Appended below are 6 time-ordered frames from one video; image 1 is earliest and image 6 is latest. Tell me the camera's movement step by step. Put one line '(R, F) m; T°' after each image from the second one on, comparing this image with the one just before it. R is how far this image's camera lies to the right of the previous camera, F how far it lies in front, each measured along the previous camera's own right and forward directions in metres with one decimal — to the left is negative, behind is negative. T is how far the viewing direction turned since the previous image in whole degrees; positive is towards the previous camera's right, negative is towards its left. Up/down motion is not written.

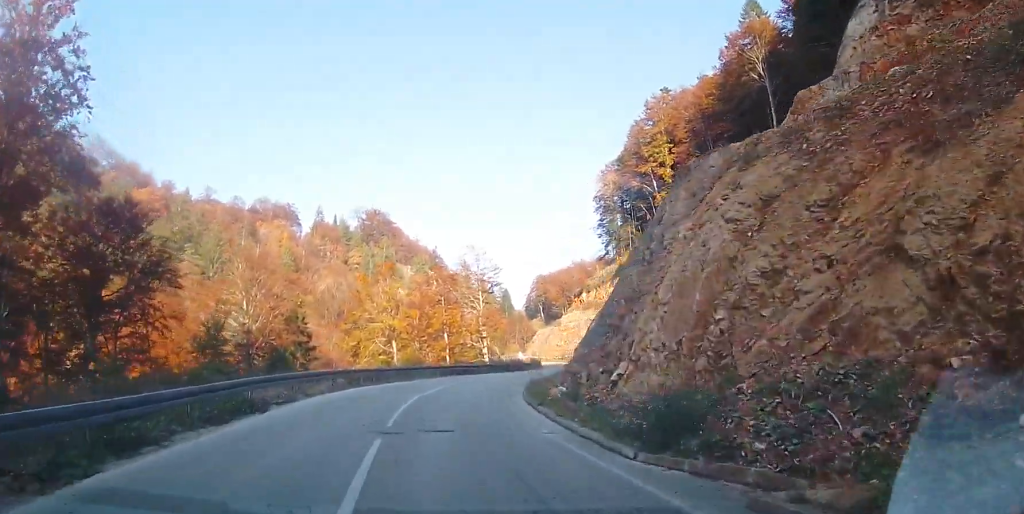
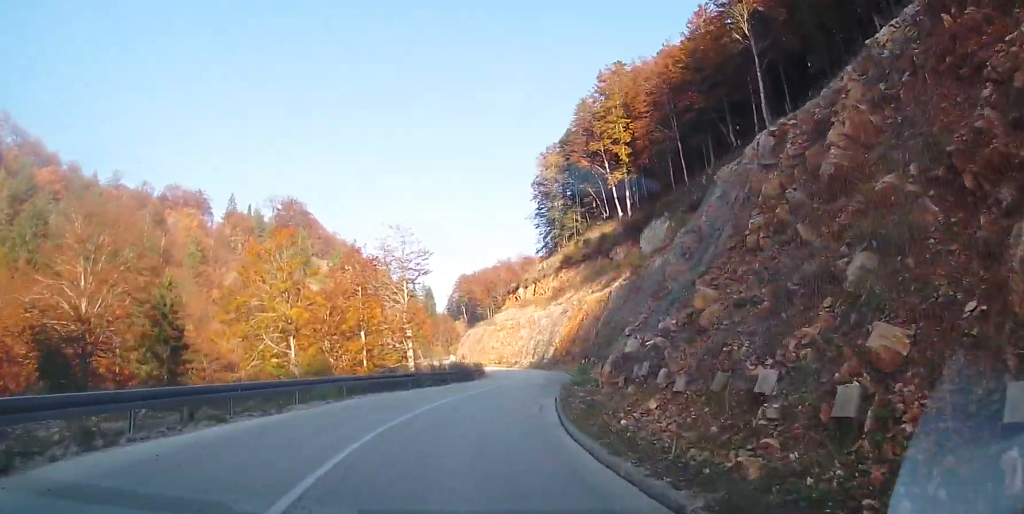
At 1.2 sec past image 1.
(-1.5, +18.2) m; -4°
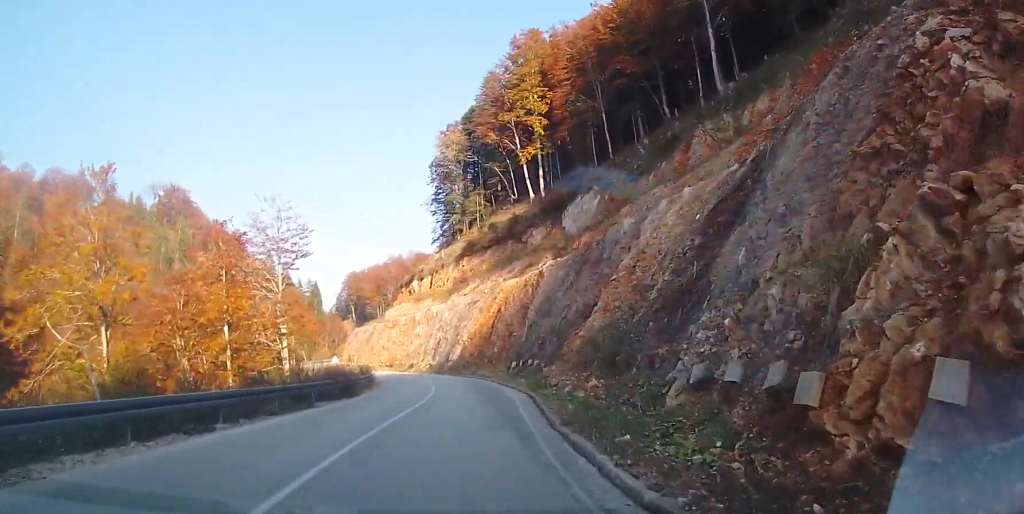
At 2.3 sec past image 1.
(+0.9, +16.4) m; +5°
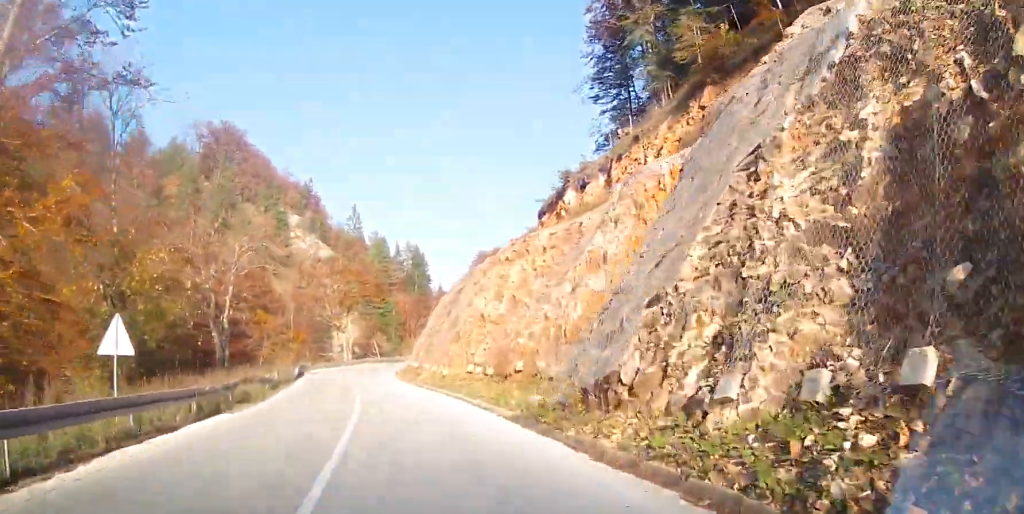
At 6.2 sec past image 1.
(+5.5, +62.0) m; +4°
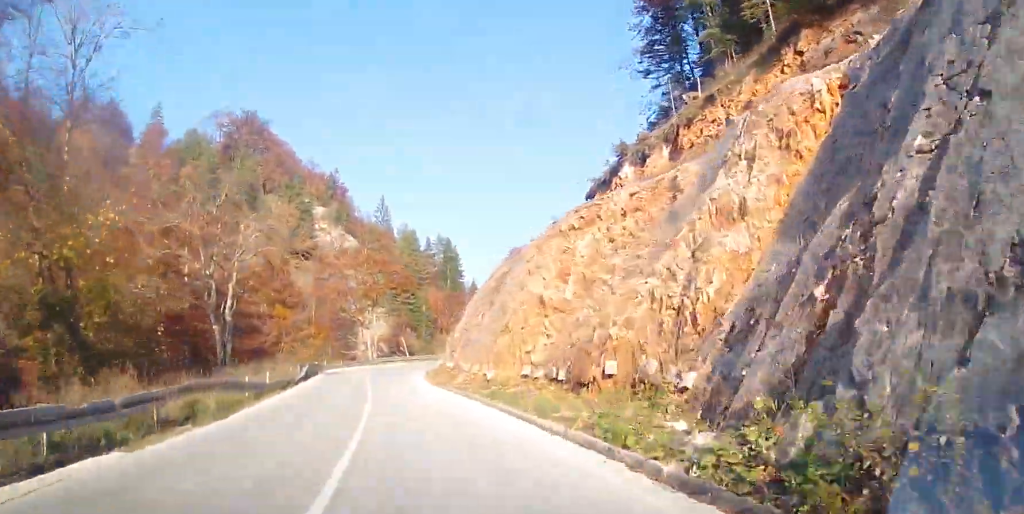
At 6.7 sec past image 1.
(-0.1, +7.2) m; -1°
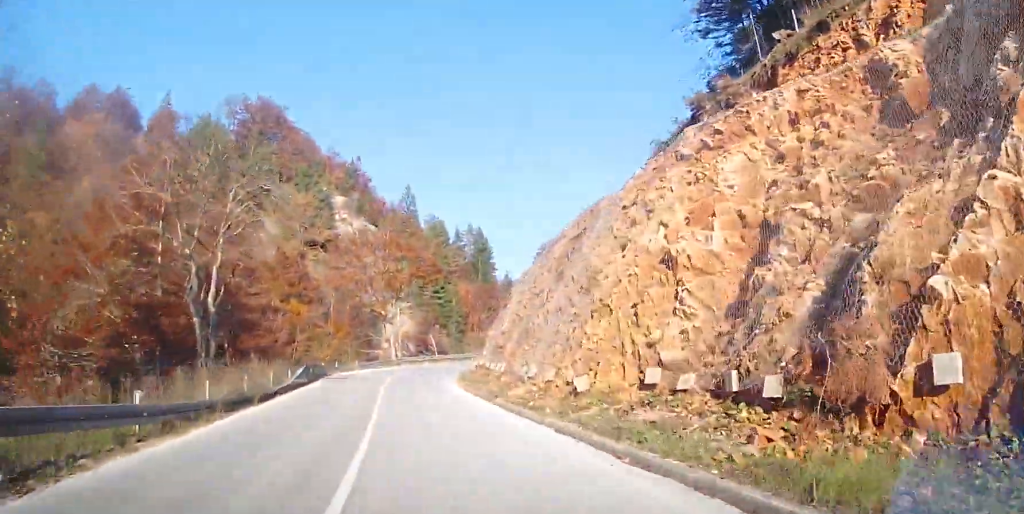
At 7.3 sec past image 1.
(-0.2, +9.1) m; -1°
